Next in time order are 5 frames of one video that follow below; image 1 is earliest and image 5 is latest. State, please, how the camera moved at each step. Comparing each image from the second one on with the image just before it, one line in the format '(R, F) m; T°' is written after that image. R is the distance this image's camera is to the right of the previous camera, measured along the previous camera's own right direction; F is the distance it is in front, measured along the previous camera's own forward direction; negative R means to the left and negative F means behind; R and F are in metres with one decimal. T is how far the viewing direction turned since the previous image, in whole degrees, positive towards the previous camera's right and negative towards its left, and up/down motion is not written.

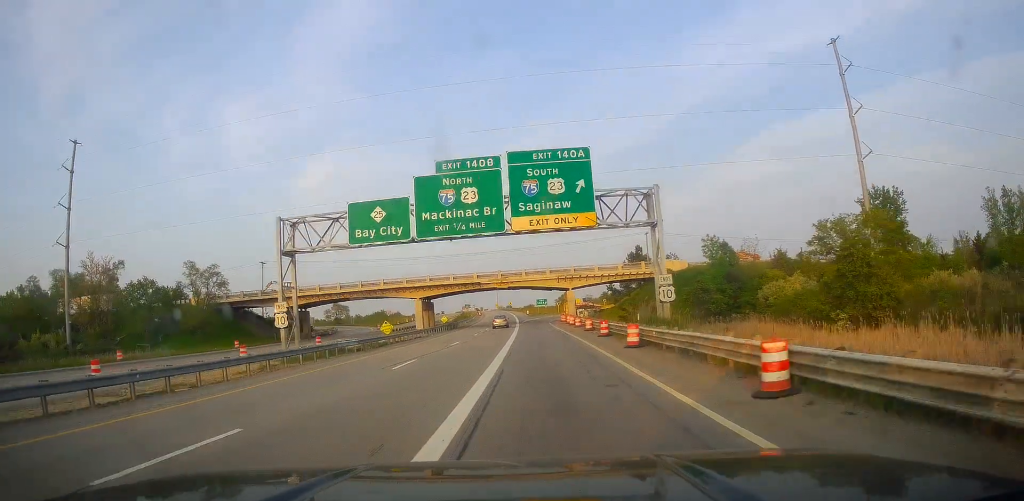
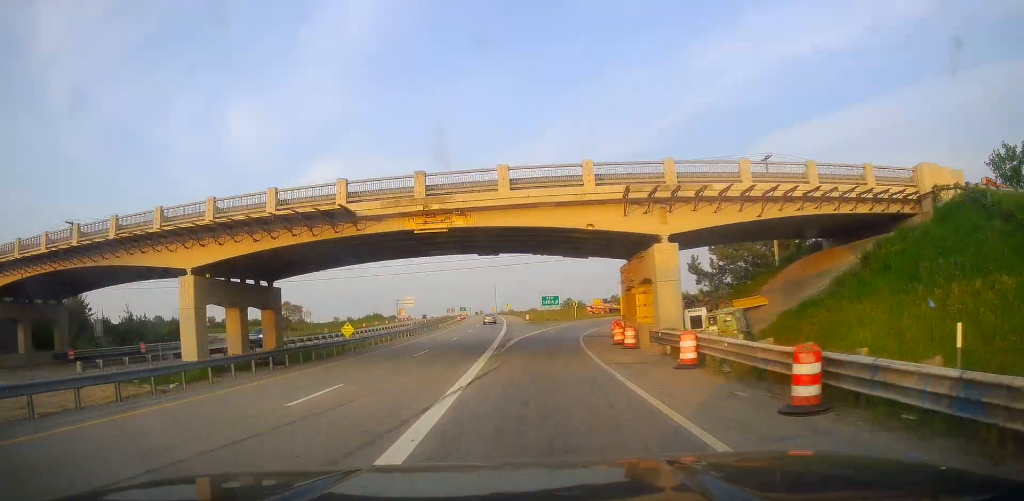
(-0.5, +55.2) m; 0°
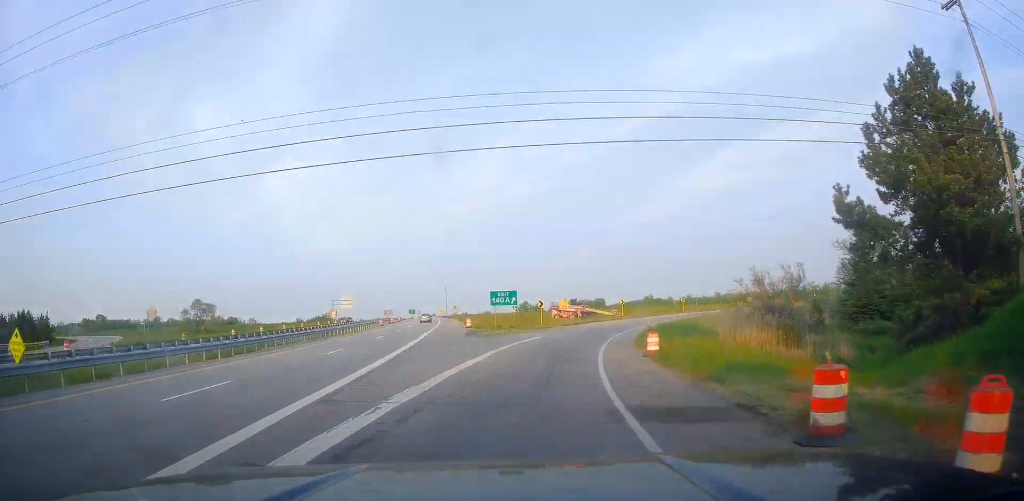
(+1.0, +32.3) m; +3°
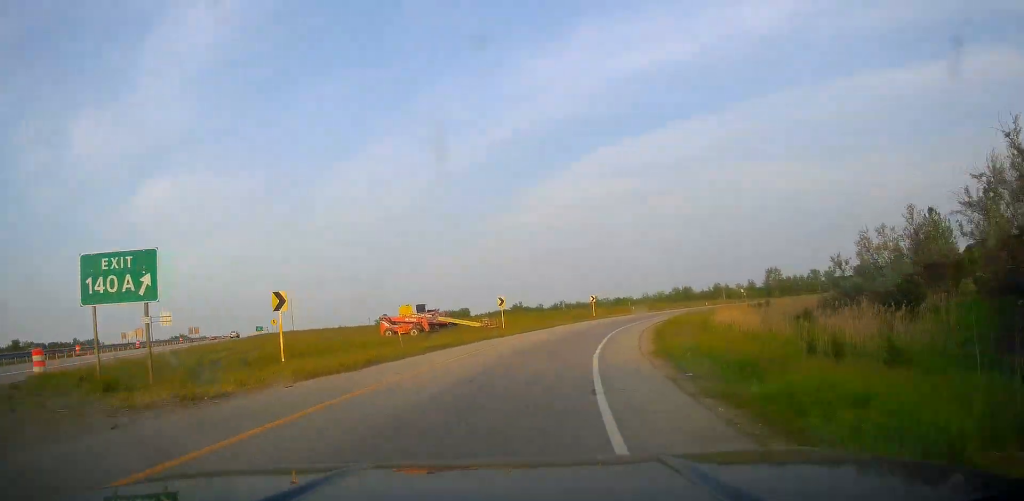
(+2.2, +44.4) m; +9°
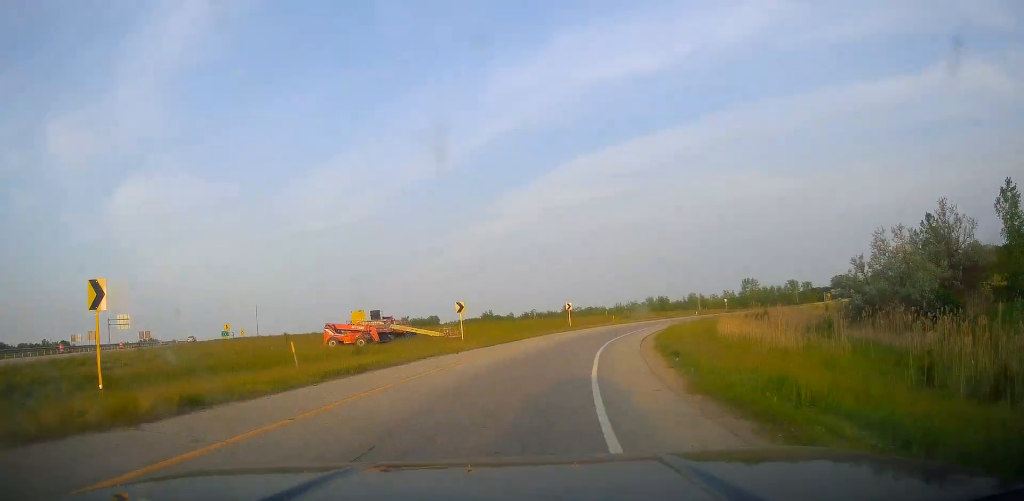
(-0.3, +9.2) m; +3°
